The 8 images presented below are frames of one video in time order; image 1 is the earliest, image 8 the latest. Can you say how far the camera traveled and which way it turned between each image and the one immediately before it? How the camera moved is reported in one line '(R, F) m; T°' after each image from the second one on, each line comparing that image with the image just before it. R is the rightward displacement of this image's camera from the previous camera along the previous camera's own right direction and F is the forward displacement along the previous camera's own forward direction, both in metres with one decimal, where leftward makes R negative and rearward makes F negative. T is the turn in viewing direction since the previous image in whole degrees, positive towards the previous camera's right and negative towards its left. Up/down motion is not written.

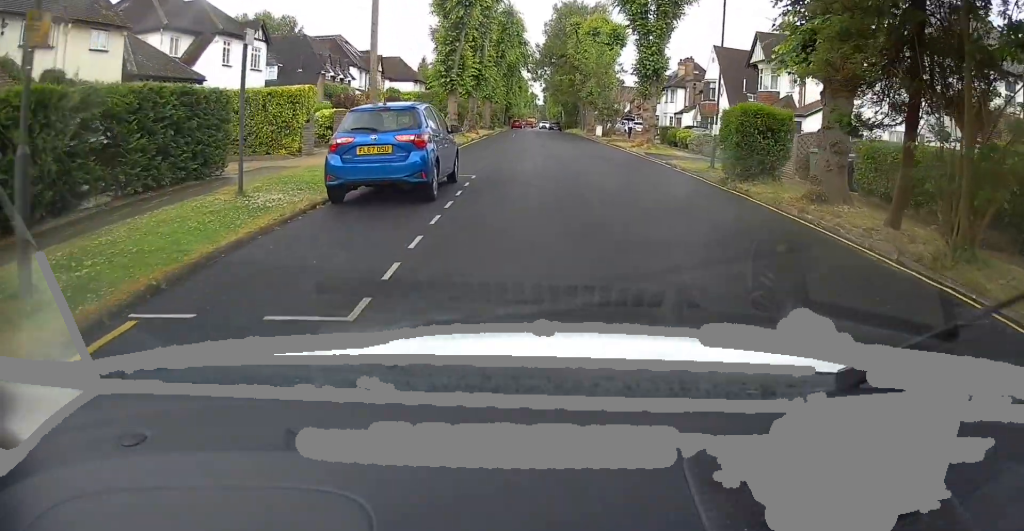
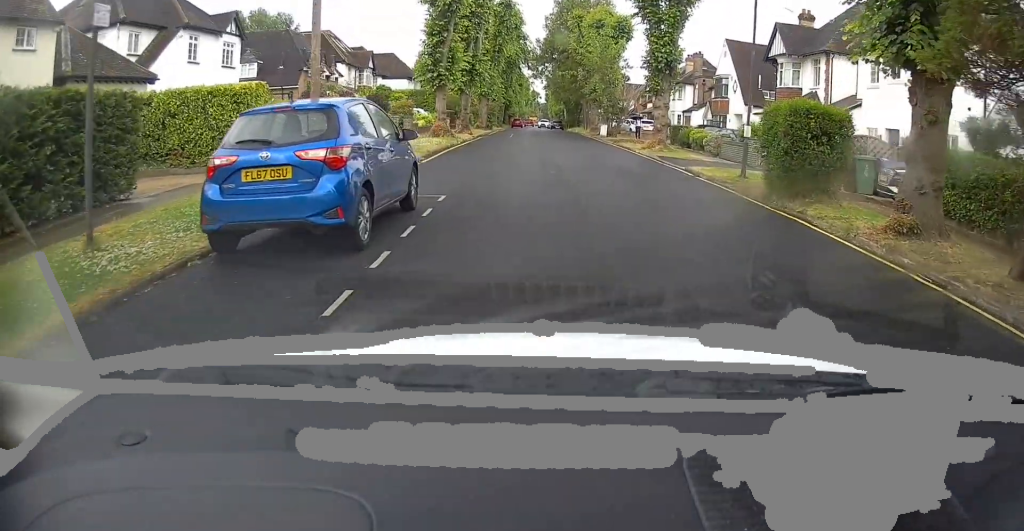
(-0.2, +3.7) m; -3°
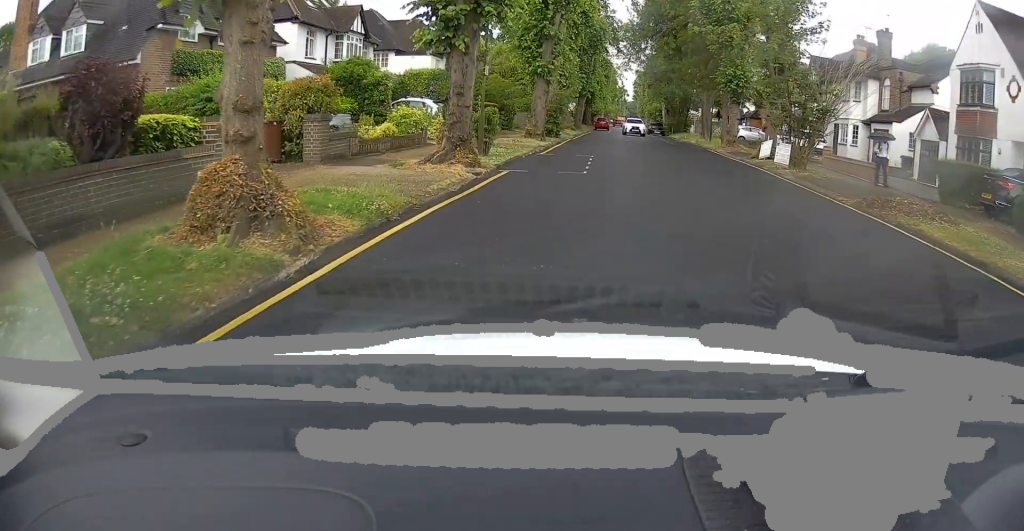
(-2.2, +24.6) m; -6°
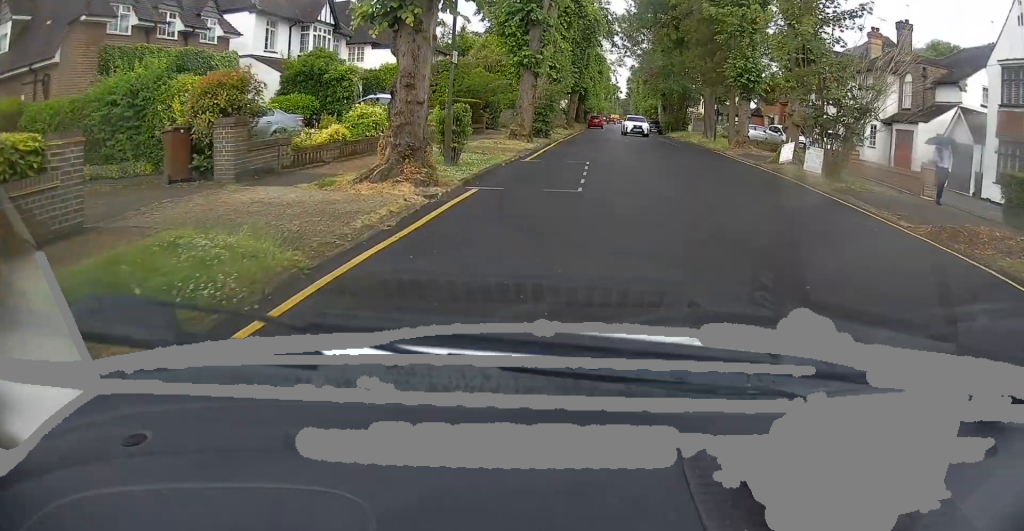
(+0.2, +3.6) m; 0°
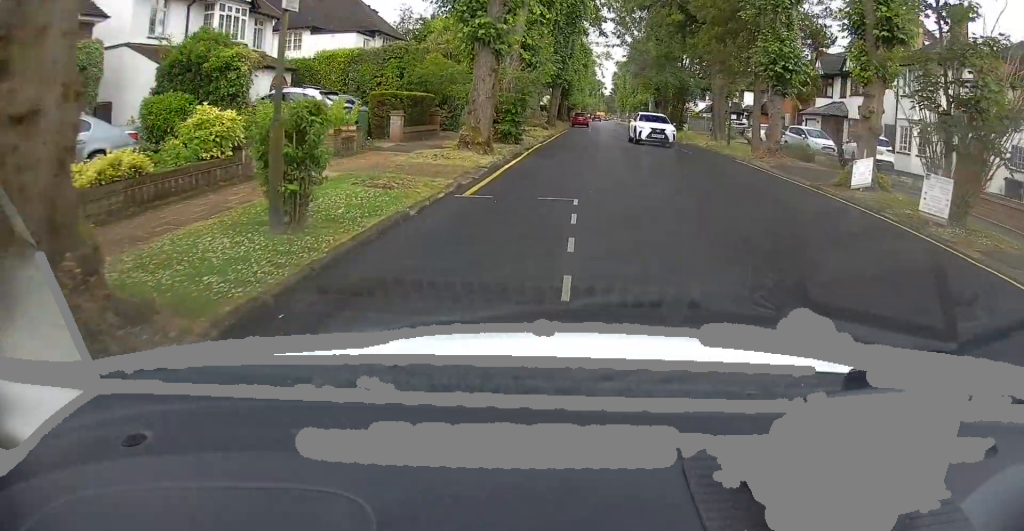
(-0.4, +8.2) m; -1°
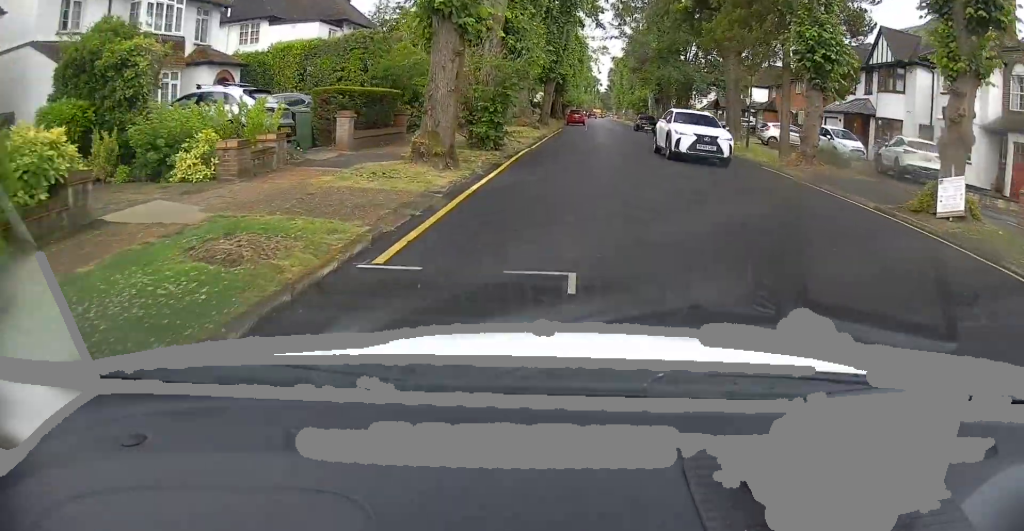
(+0.1, +4.5) m; 0°
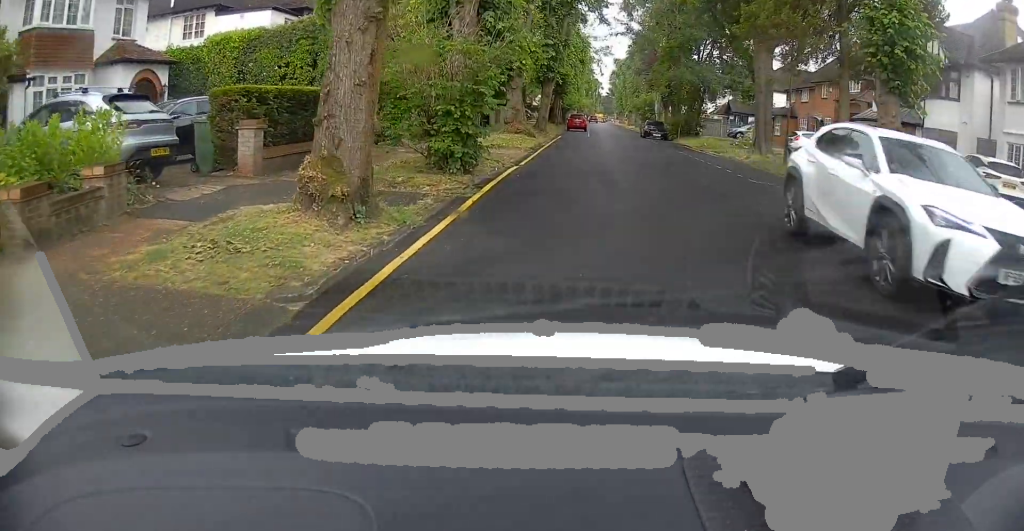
(+0.1, +5.2) m; +1°
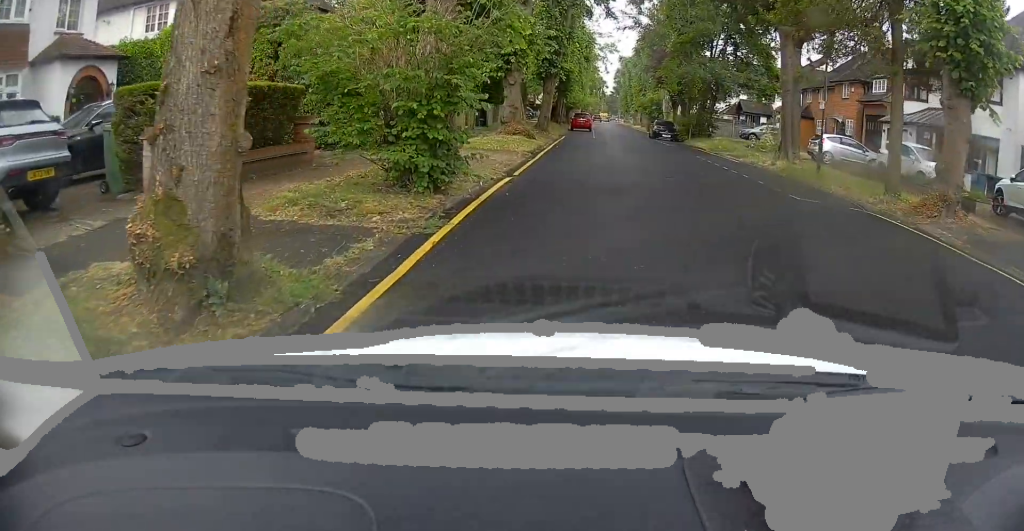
(0.0, +3.1) m; 0°
